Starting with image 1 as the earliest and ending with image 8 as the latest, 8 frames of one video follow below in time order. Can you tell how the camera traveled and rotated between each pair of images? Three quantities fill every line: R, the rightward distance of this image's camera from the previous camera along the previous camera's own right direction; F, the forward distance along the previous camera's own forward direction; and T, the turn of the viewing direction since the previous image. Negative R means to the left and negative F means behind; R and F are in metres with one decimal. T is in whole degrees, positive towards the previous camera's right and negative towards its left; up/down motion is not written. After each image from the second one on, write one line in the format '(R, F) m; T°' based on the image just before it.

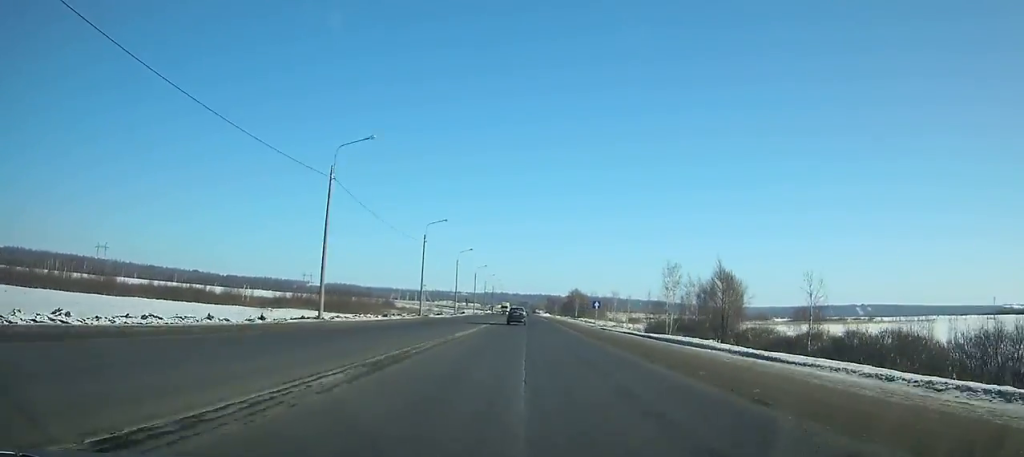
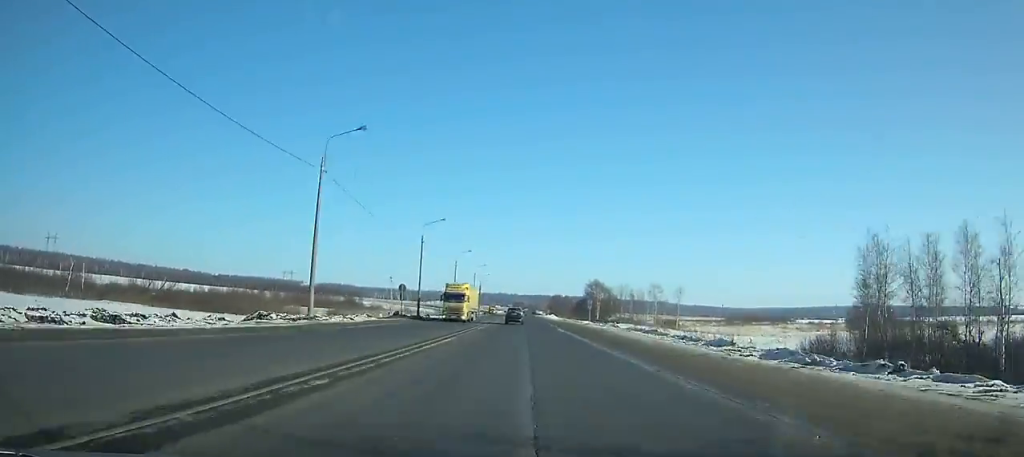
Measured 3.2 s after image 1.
(+0.3, +71.4) m; 0°
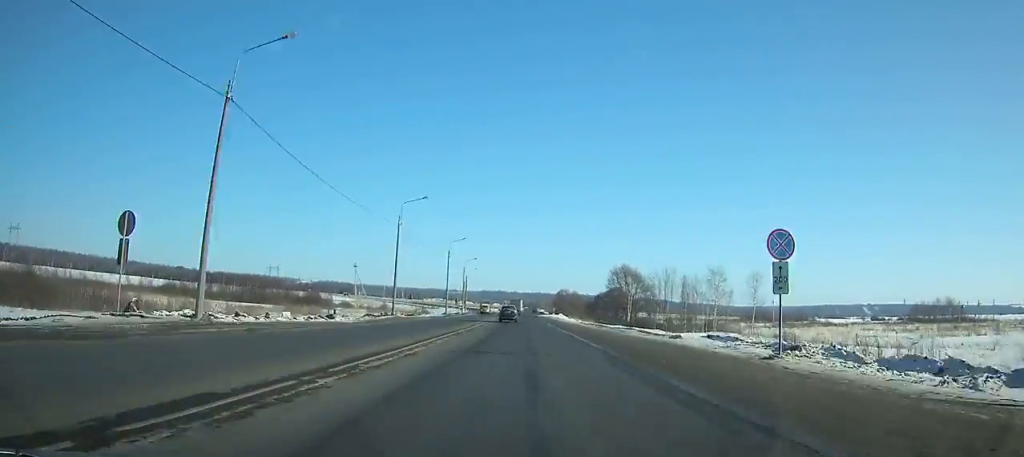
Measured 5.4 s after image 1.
(0.0, +47.6) m; 0°
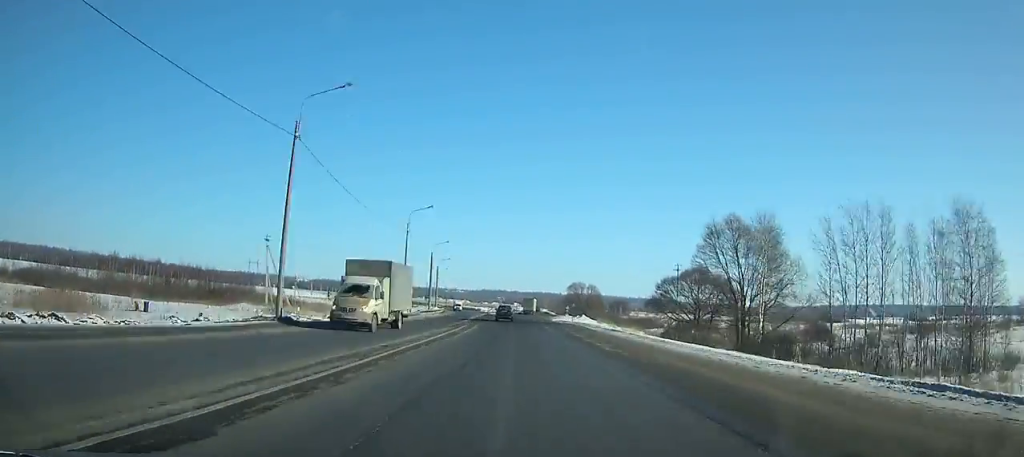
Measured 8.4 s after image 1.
(-0.1, +61.6) m; 0°
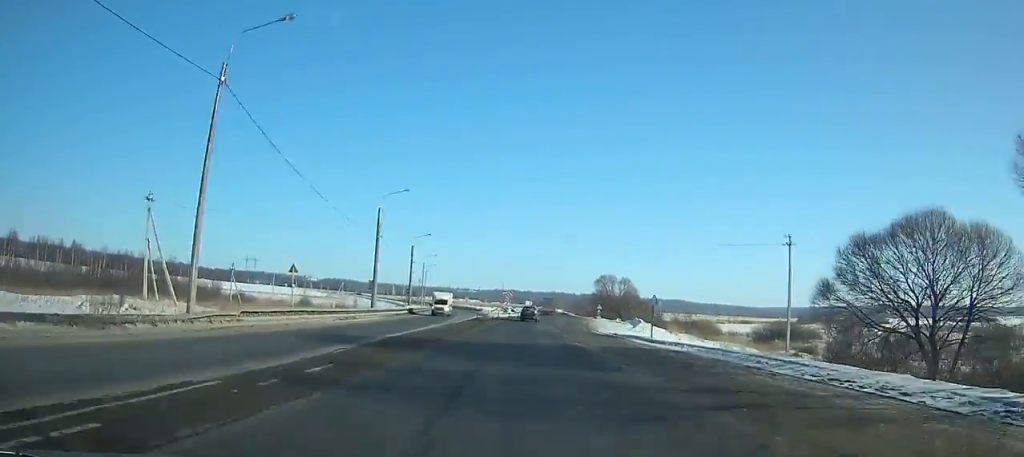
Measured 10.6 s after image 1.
(-0.2, +42.1) m; 0°
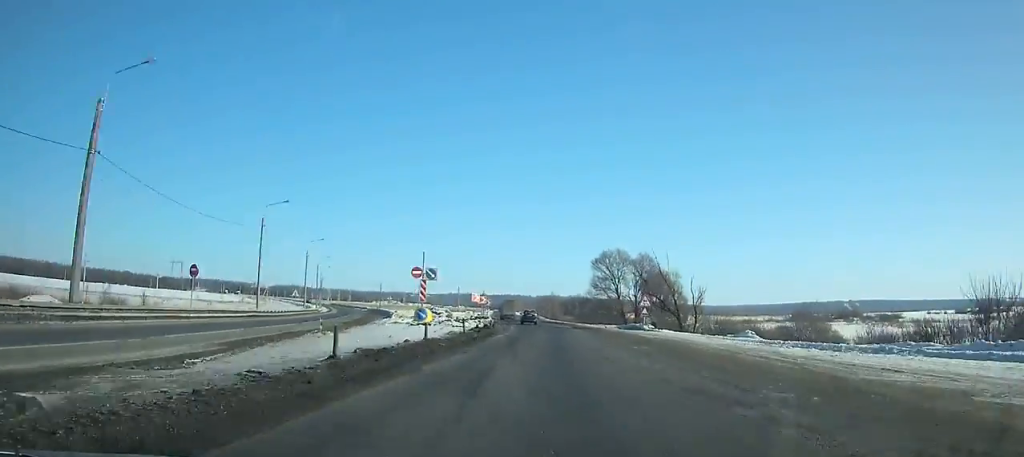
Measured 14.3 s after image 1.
(+0.2, +66.8) m; +2°
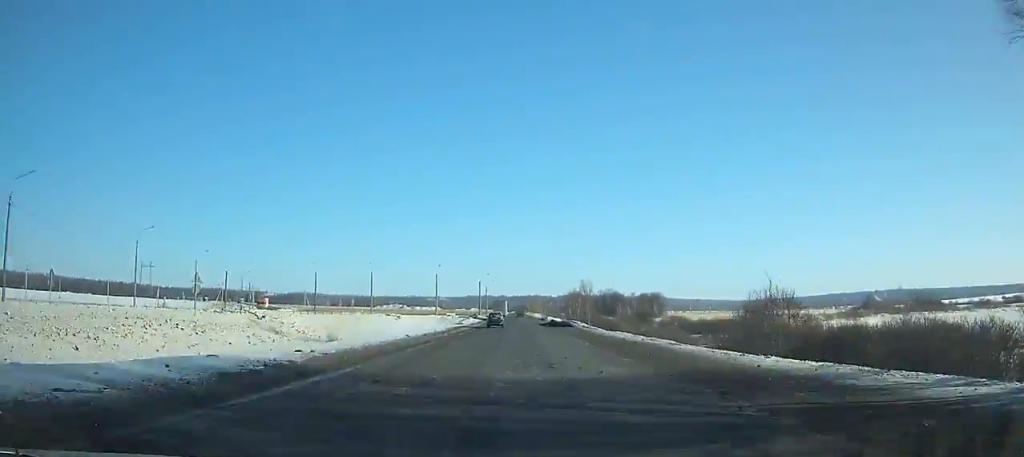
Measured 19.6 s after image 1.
(+2.2, +88.8) m; 0°
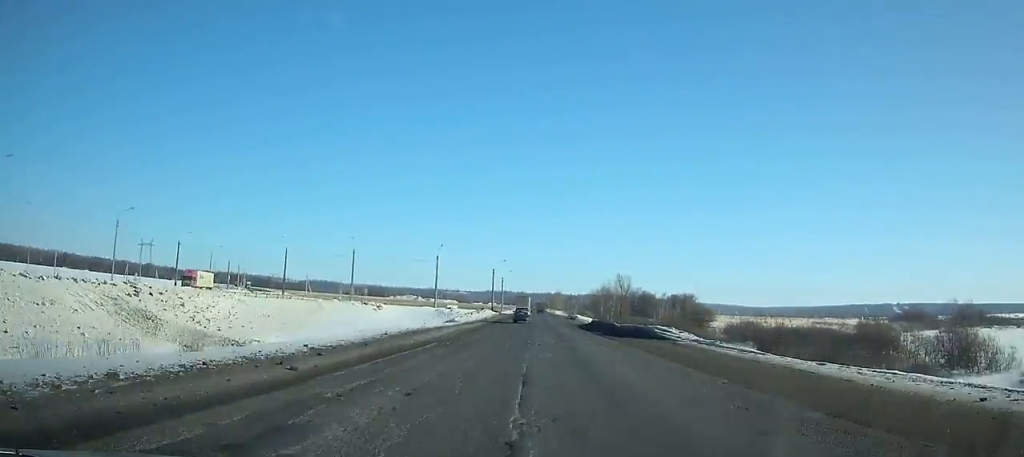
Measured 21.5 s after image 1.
(-0.4, +31.5) m; -1°
